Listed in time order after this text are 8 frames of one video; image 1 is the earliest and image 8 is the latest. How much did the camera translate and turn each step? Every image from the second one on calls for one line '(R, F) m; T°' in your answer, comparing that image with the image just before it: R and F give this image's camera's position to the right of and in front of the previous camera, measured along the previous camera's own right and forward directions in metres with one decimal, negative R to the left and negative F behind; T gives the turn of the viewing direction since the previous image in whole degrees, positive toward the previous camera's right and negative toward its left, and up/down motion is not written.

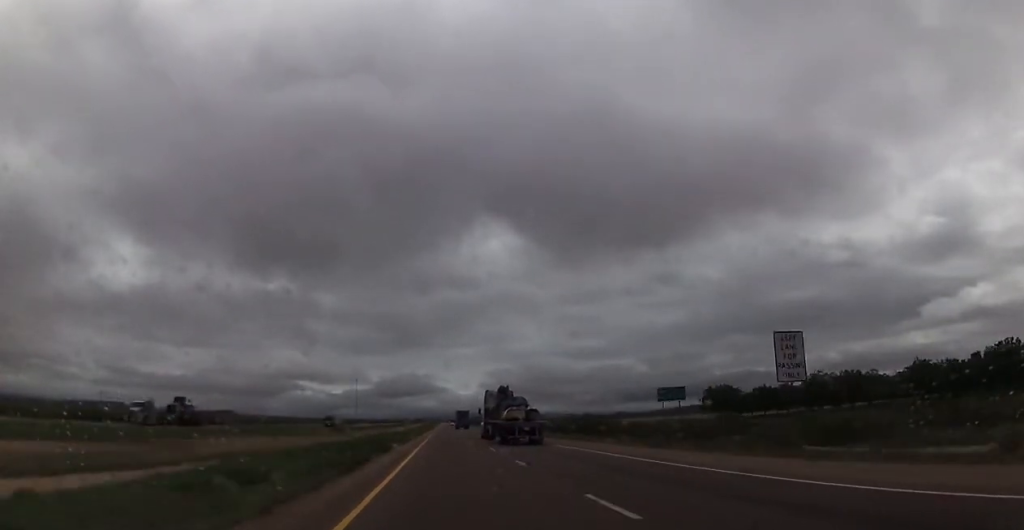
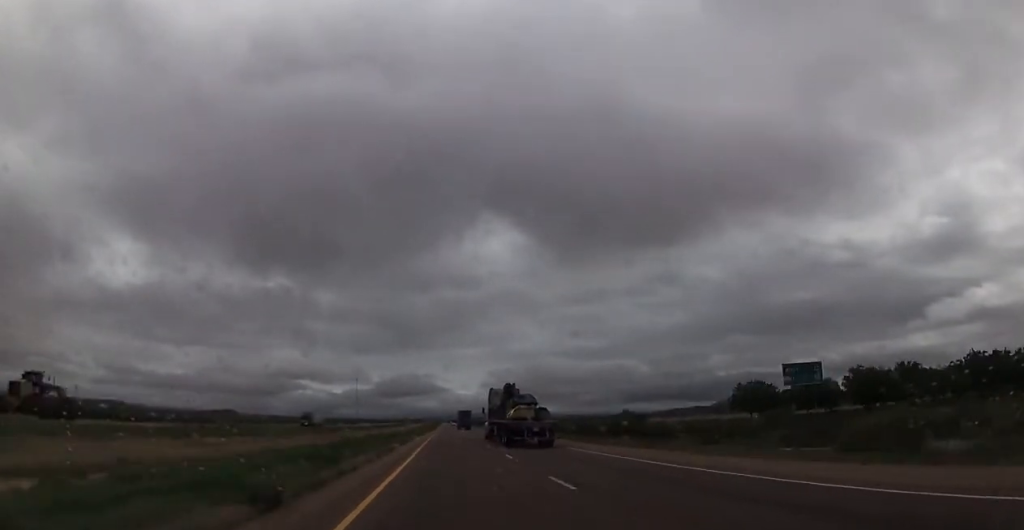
(0.0, +20.1) m; 0°
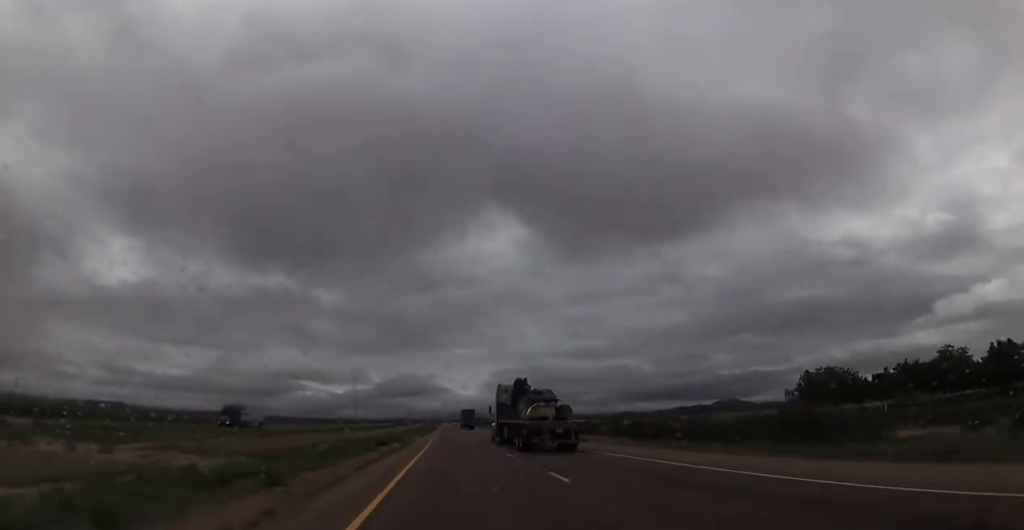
(0.0, +35.4) m; 0°
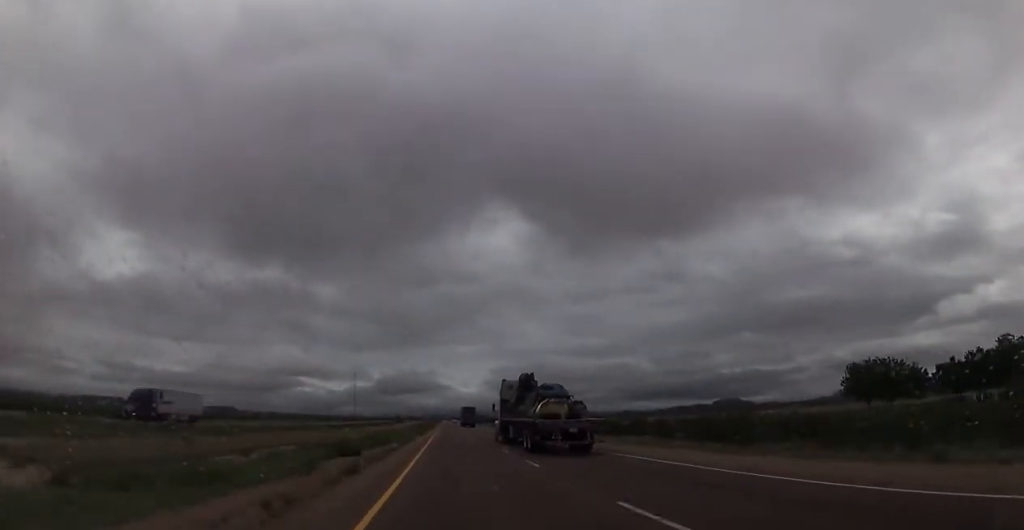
(0.0, +18.8) m; 0°
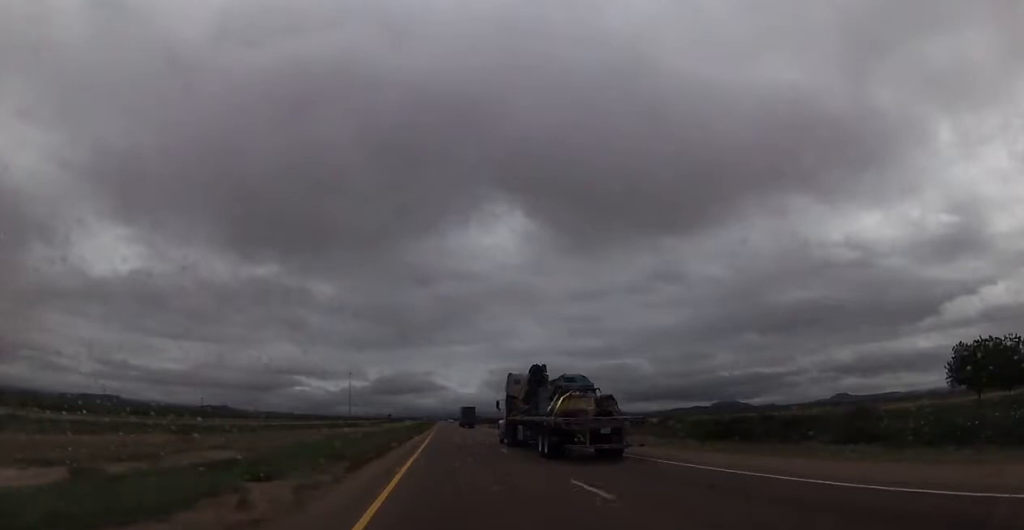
(0.0, +33.0) m; 0°
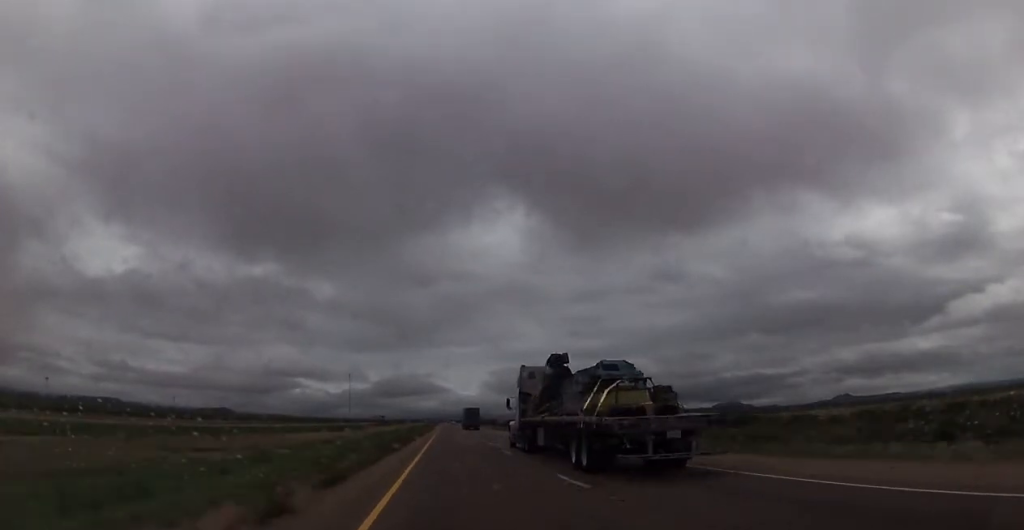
(0.0, +34.1) m; 0°
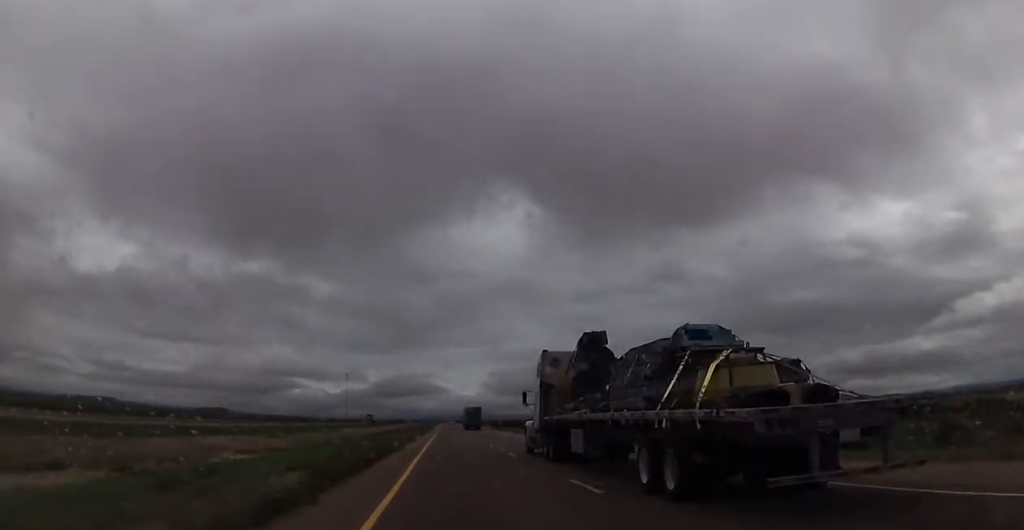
(0.0, +37.6) m; 0°
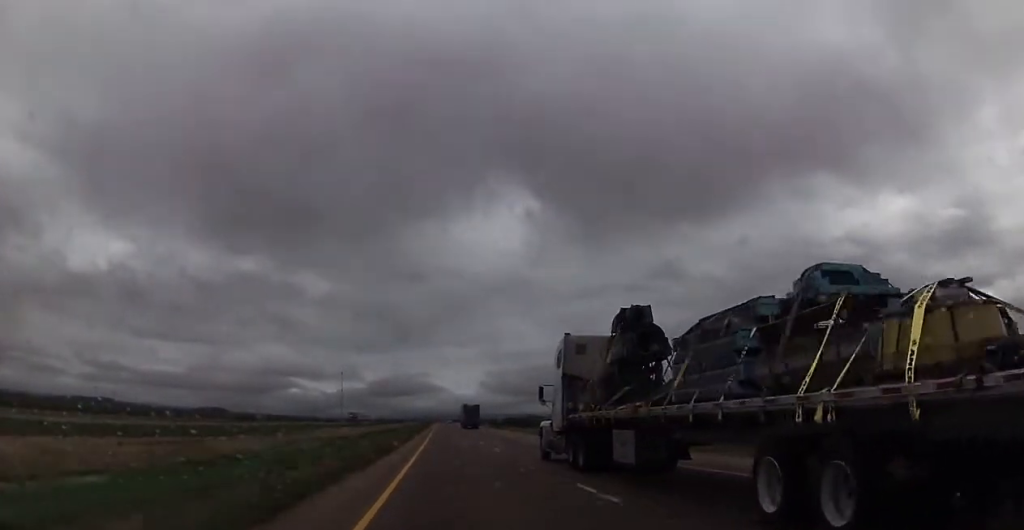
(0.0, +25.8) m; 0°
